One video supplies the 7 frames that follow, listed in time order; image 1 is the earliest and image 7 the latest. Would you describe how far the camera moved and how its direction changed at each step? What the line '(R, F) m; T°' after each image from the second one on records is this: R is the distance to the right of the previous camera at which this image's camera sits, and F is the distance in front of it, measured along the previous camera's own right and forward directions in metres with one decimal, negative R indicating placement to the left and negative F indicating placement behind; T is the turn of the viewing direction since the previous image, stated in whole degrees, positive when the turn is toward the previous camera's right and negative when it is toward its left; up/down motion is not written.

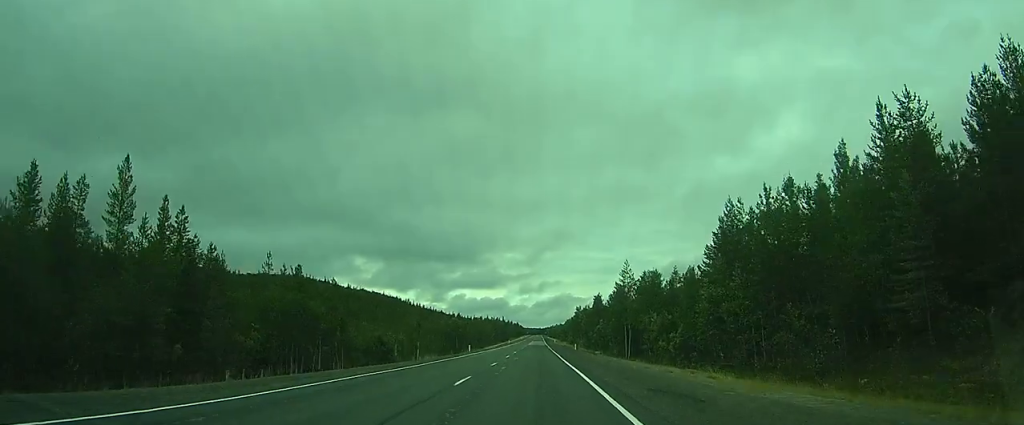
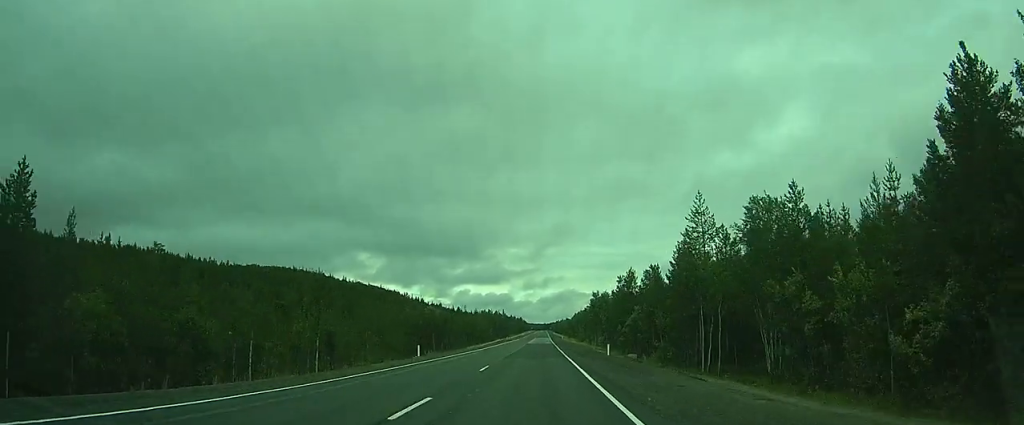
(+0.2, +30.1) m; 0°
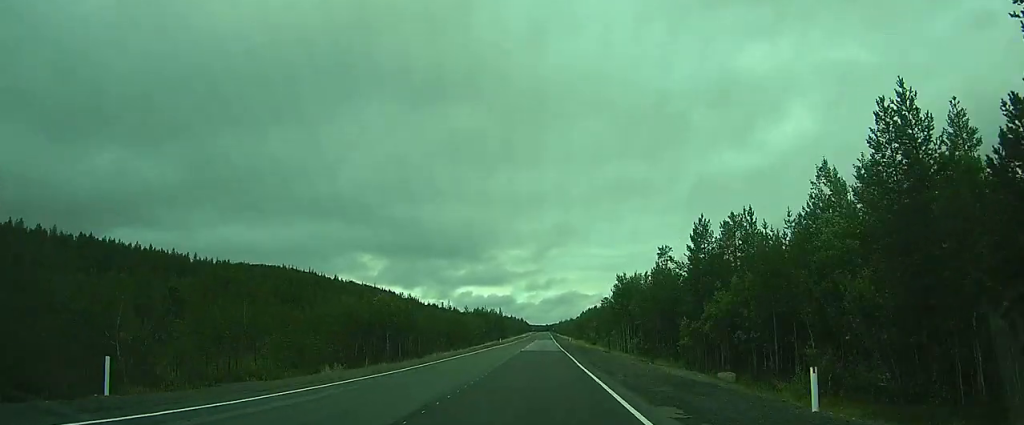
(0.0, +28.3) m; -1°
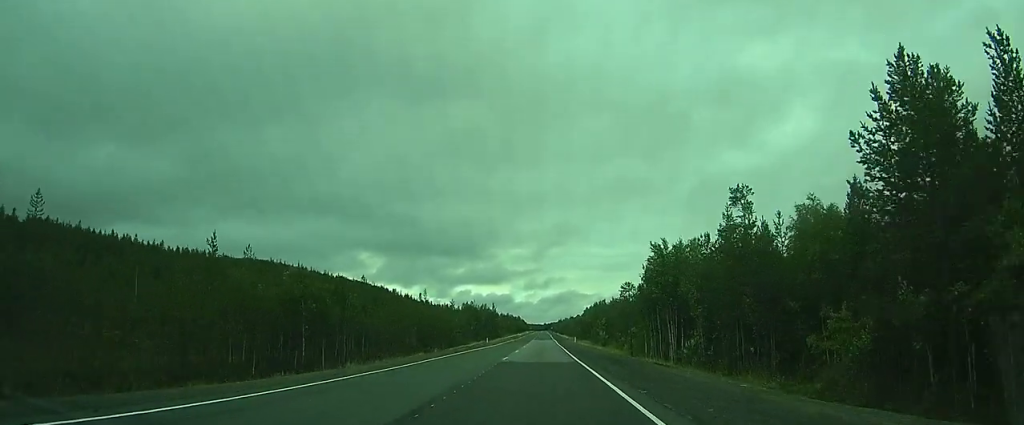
(-0.3, +21.8) m; -1°
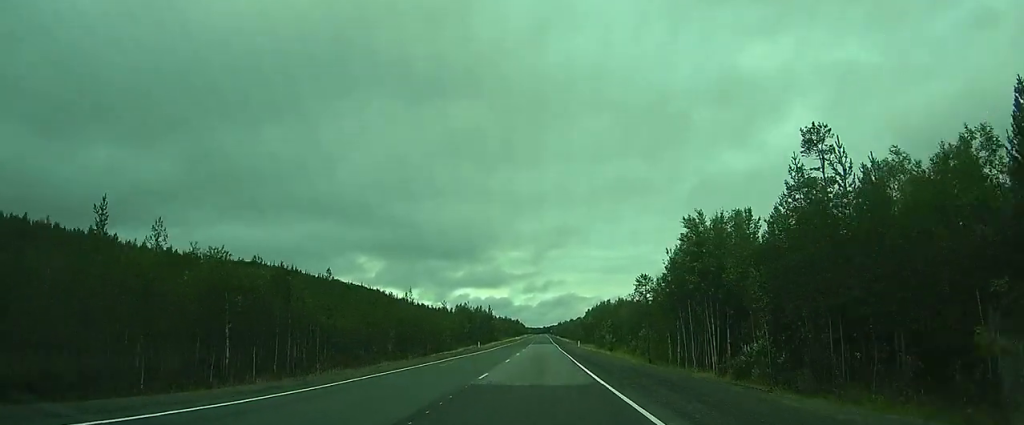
(0.0, +10.2) m; 0°
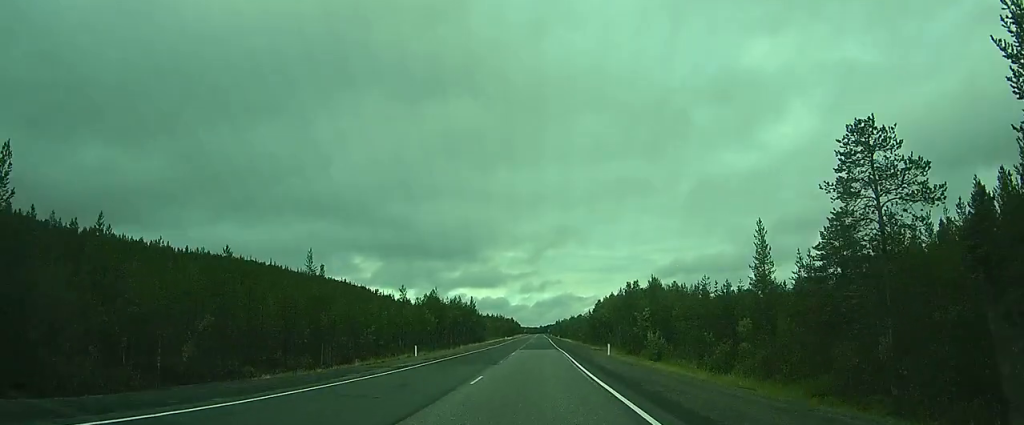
(+0.1, +36.4) m; 0°
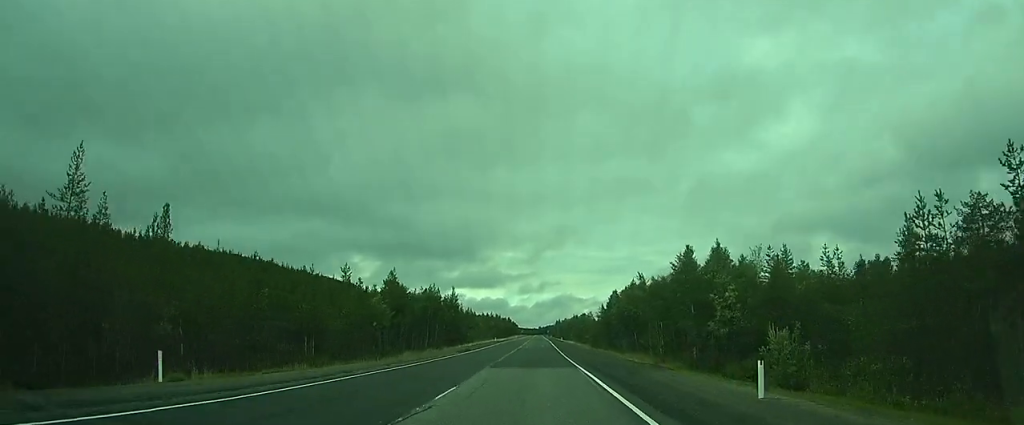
(0.0, +27.7) m; +1°
